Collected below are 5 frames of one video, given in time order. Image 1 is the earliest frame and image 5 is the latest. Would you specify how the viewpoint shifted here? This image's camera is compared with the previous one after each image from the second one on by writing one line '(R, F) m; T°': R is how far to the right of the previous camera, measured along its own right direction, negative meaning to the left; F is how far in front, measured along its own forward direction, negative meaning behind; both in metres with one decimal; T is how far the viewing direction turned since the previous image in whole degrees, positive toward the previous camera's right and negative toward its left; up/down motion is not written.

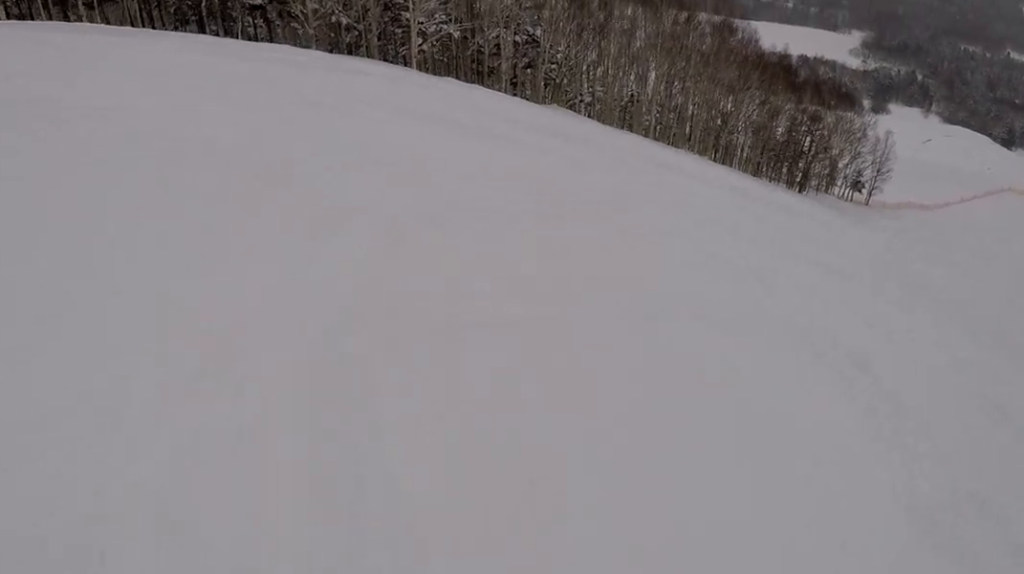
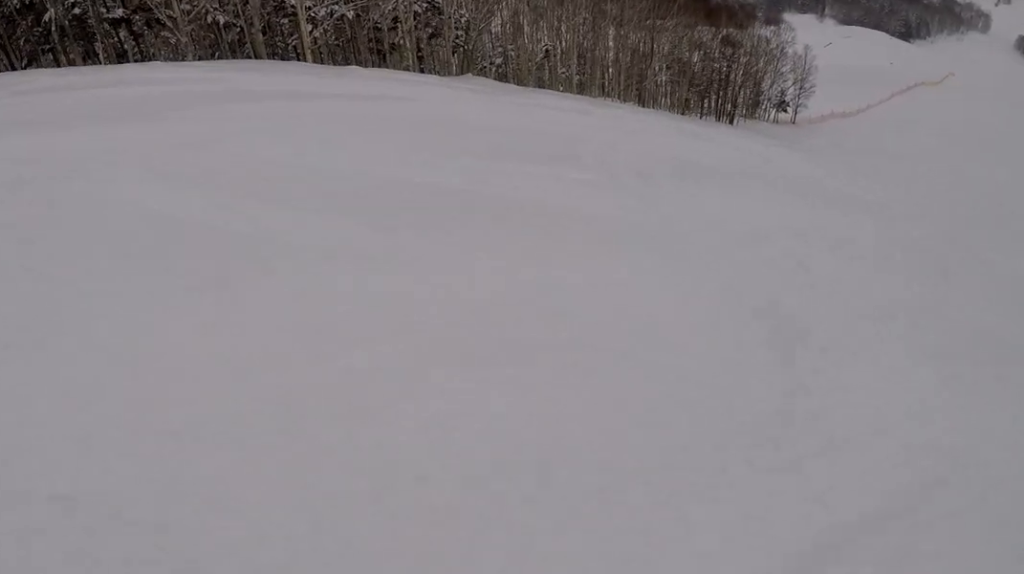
(-1.3, +4.6) m; -1°
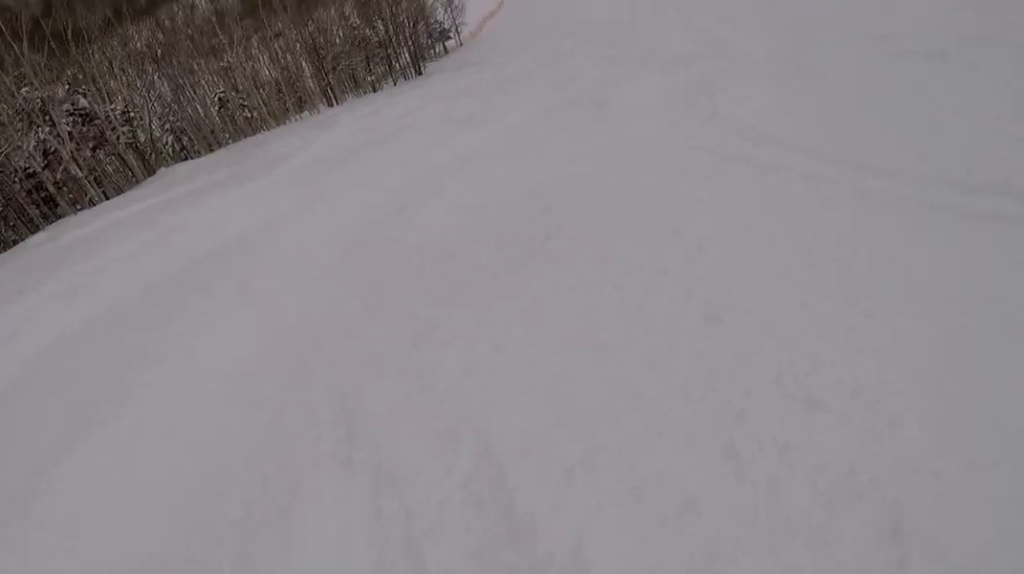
(+3.9, +6.3) m; +73°
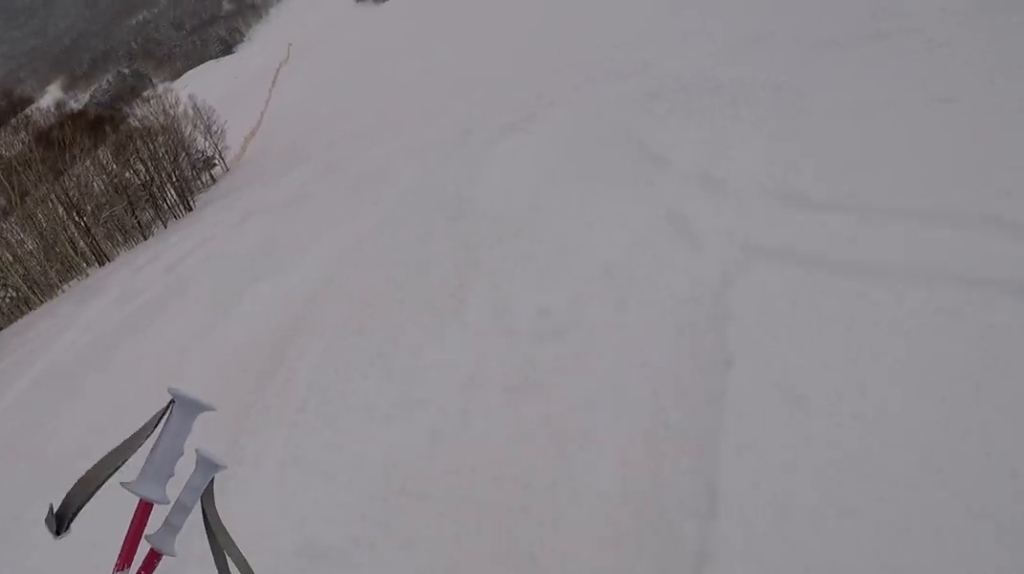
(+0.9, +3.1) m; +26°
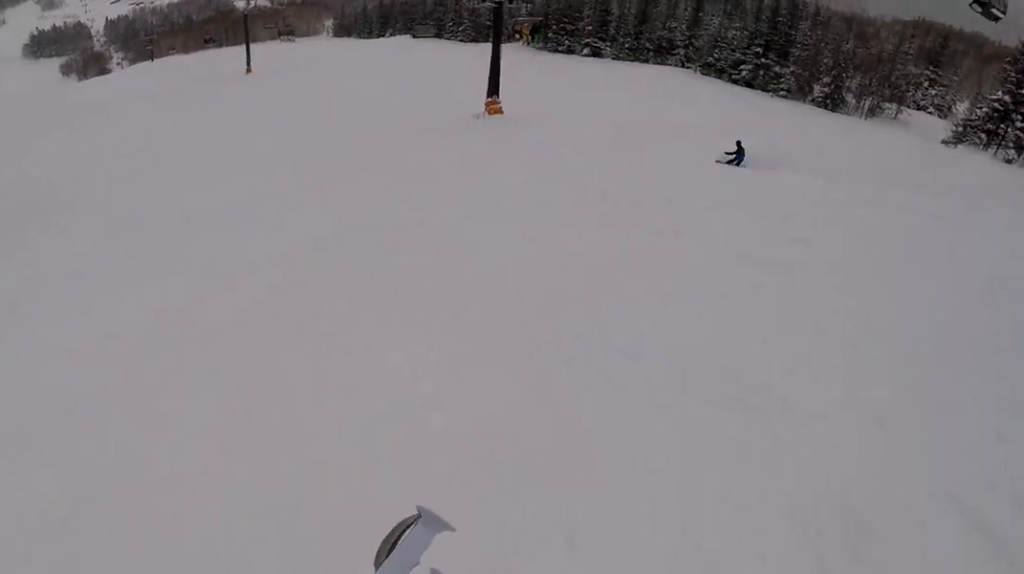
(+6.9, +13.4) m; +44°
